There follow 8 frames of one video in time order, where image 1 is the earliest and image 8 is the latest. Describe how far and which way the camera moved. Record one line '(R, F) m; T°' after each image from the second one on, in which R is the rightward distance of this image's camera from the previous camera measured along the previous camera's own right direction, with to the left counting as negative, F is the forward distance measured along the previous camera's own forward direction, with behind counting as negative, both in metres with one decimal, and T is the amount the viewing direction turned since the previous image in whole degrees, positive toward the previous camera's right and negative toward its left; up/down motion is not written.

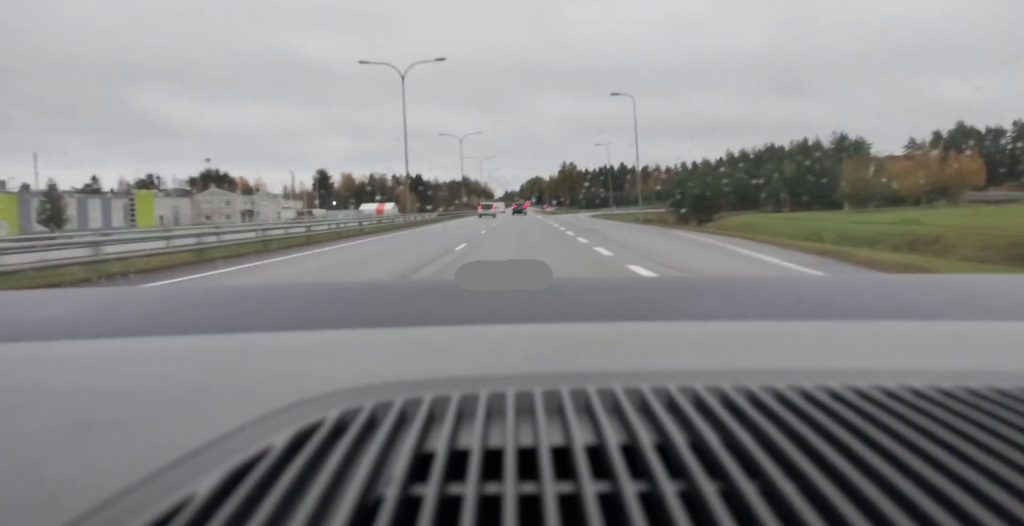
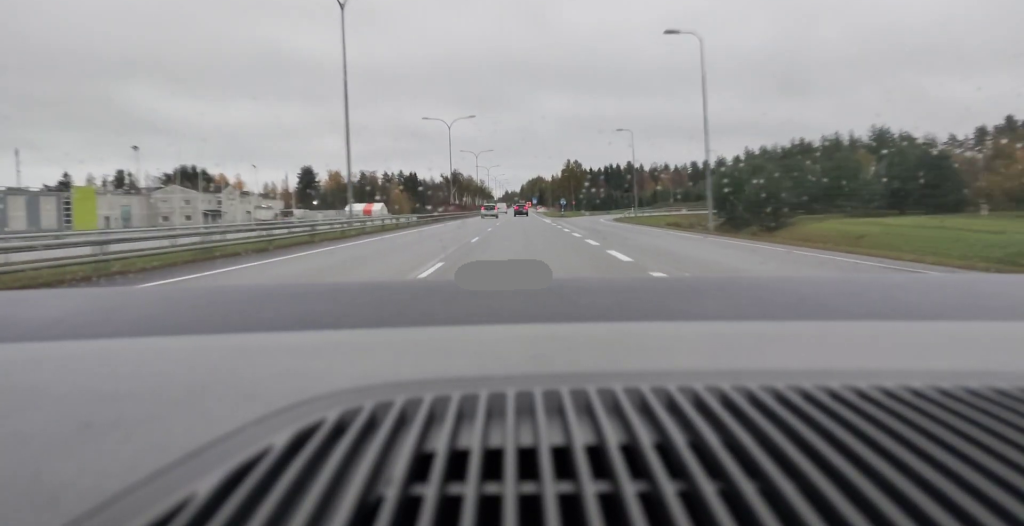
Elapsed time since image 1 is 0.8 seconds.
(-0.3, +19.3) m; 0°
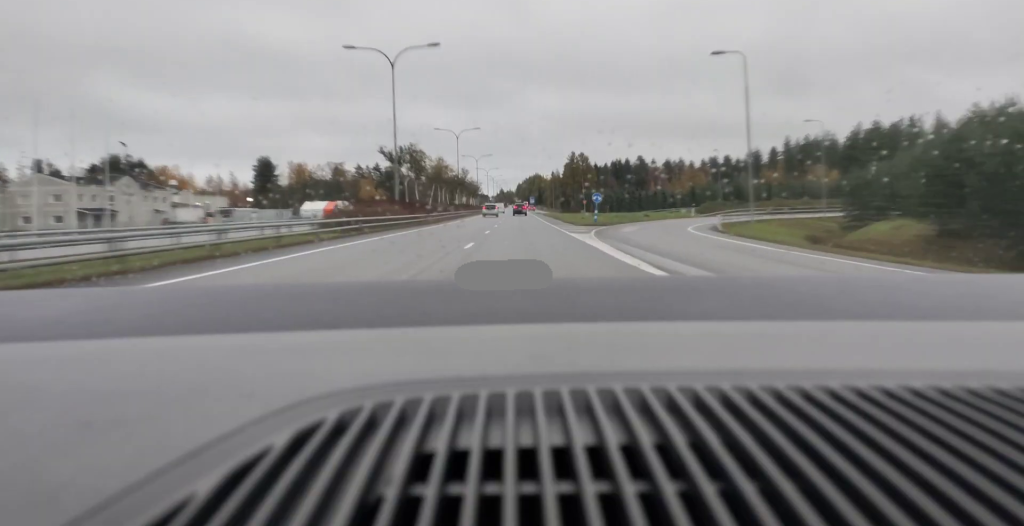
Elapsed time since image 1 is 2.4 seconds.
(+0.7, +39.6) m; +1°
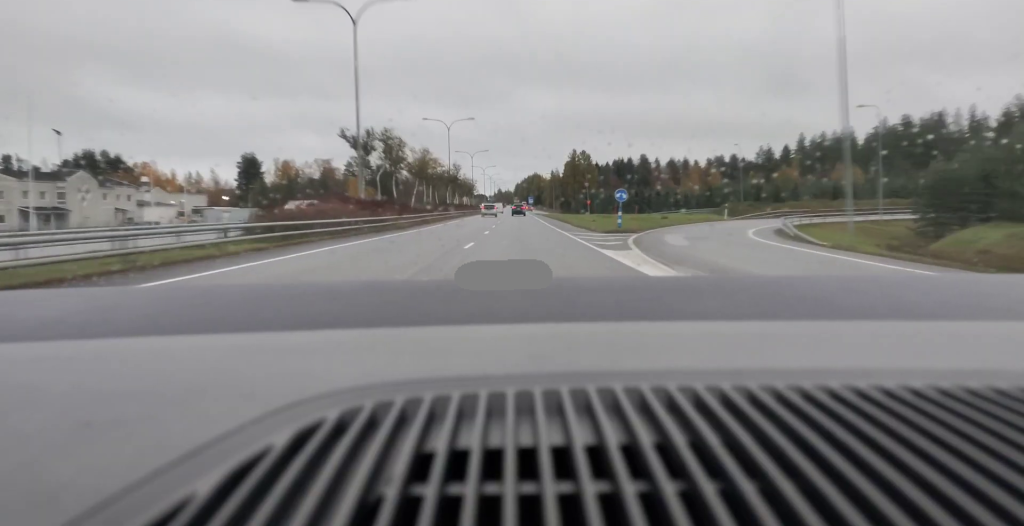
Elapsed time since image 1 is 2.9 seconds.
(0.0, +12.1) m; 0°
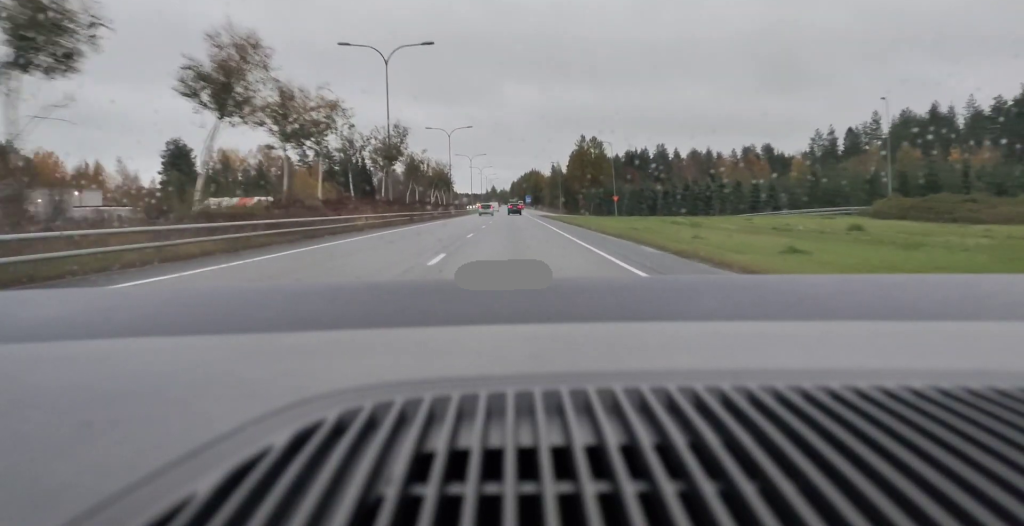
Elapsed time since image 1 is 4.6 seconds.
(+0.3, +41.8) m; +1°
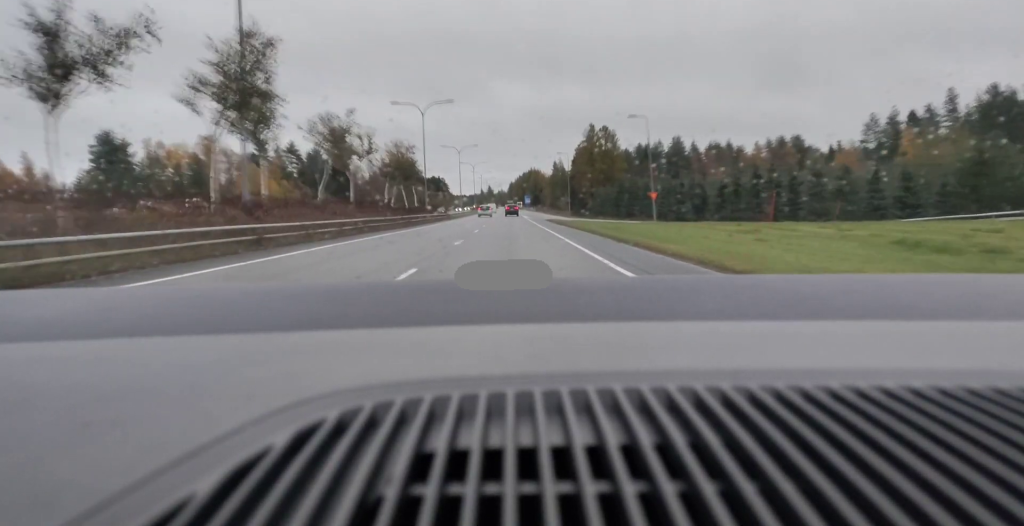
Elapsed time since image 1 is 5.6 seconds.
(+0.1, +27.1) m; 0°
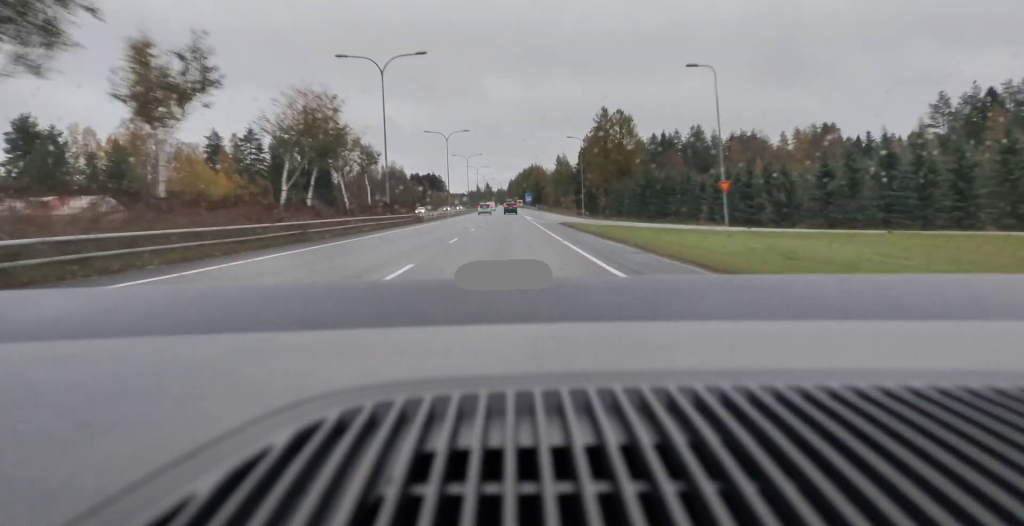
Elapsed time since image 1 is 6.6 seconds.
(-0.2, +23.7) m; 0°
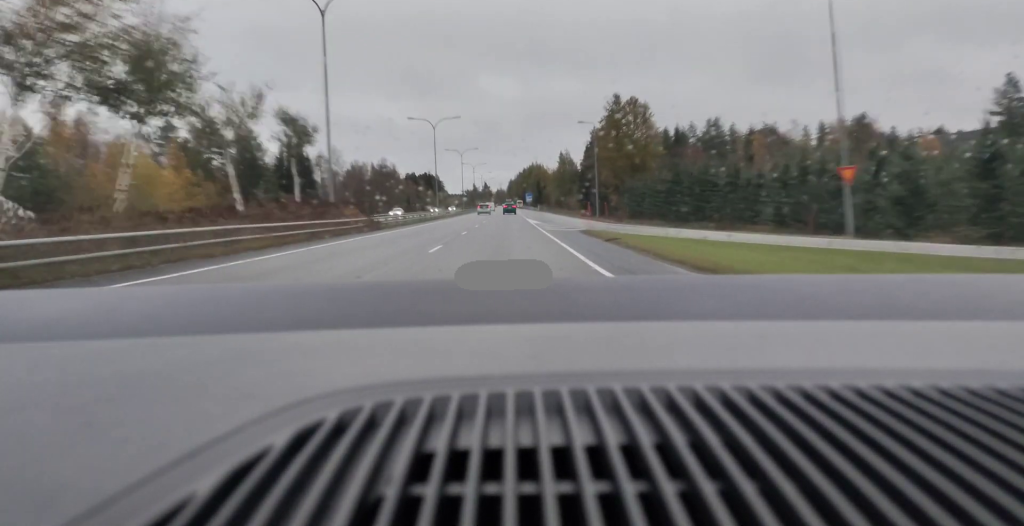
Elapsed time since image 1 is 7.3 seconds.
(0.0, +16.5) m; 0°
